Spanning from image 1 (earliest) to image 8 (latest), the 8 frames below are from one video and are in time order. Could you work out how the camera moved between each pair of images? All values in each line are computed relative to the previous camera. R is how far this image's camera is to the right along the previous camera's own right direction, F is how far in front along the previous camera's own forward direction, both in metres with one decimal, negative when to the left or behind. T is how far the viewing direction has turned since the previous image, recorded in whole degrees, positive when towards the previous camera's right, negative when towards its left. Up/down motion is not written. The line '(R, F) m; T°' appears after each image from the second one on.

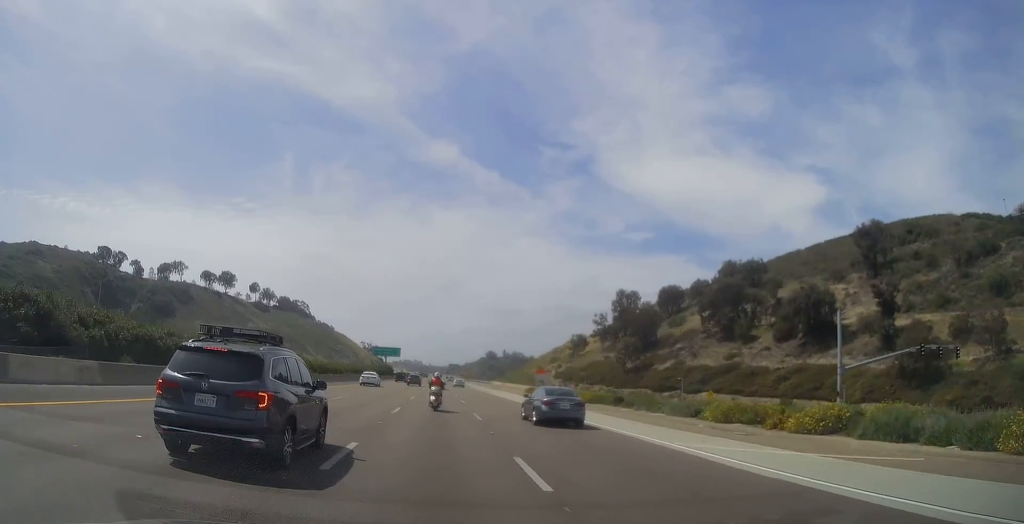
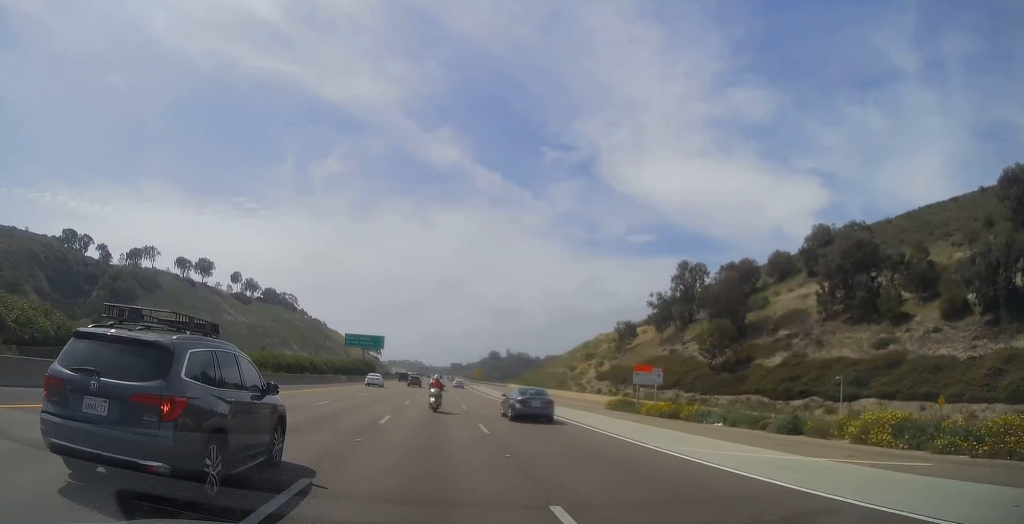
(0.0, +49.0) m; 0°
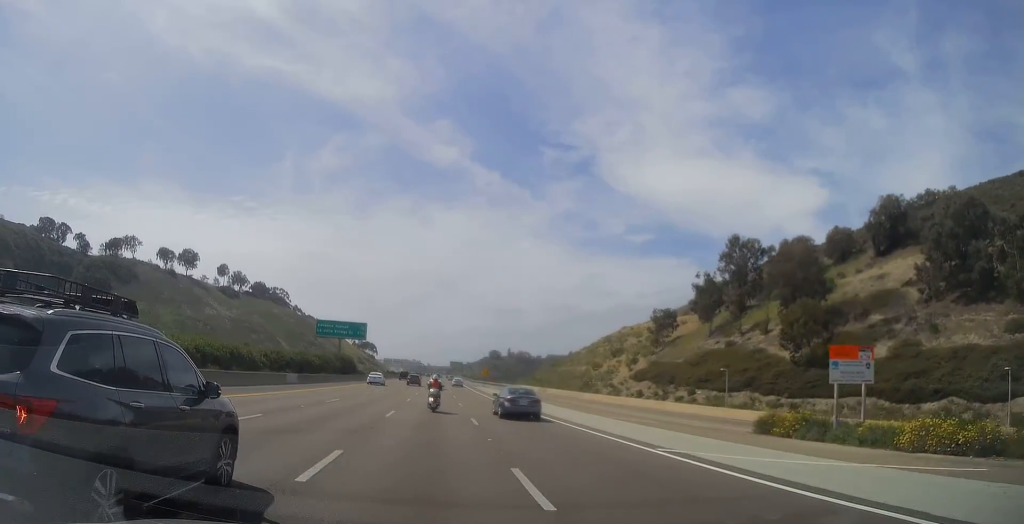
(0.0, +26.0) m; 0°
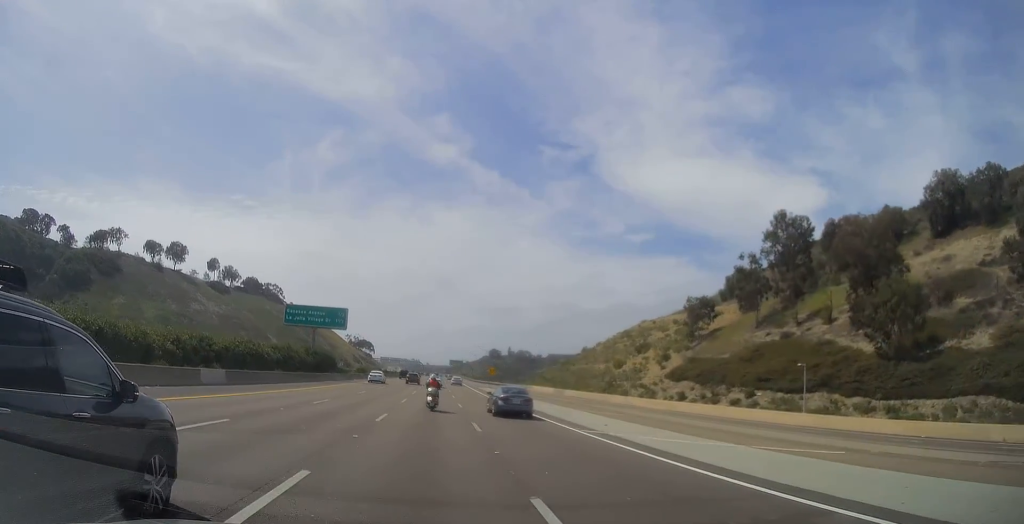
(0.0, +17.5) m; 0°
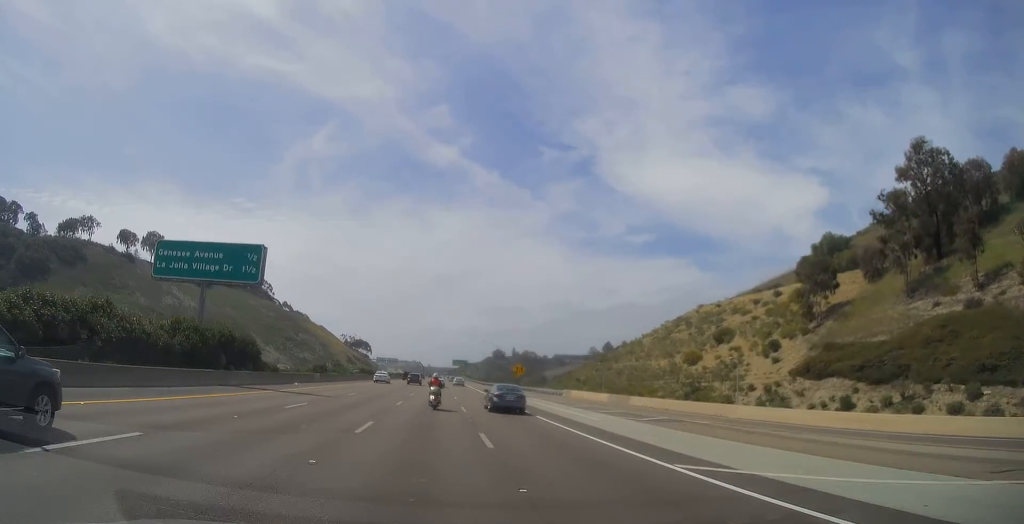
(-0.1, +34.1) m; 0°
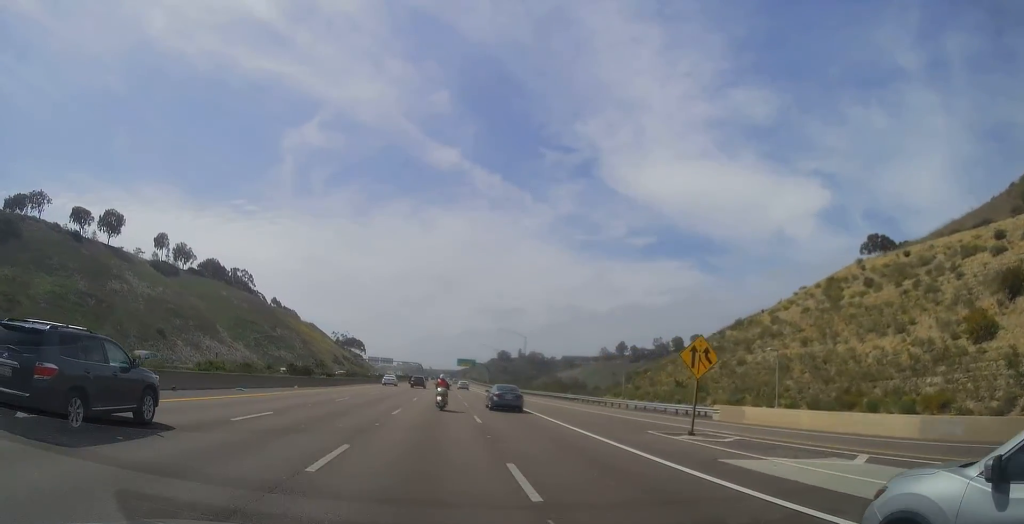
(0.0, +49.9) m; 0°
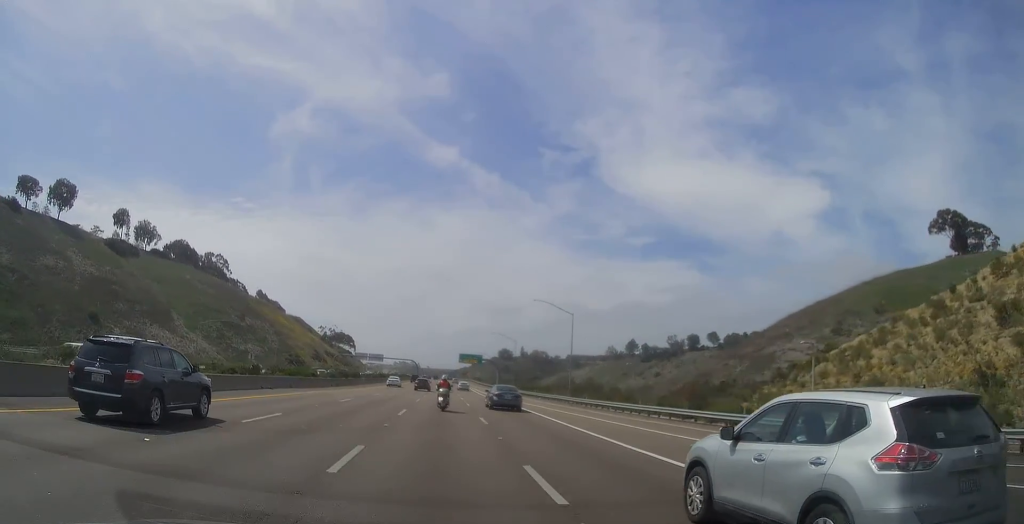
(0.0, +44.0) m; 0°
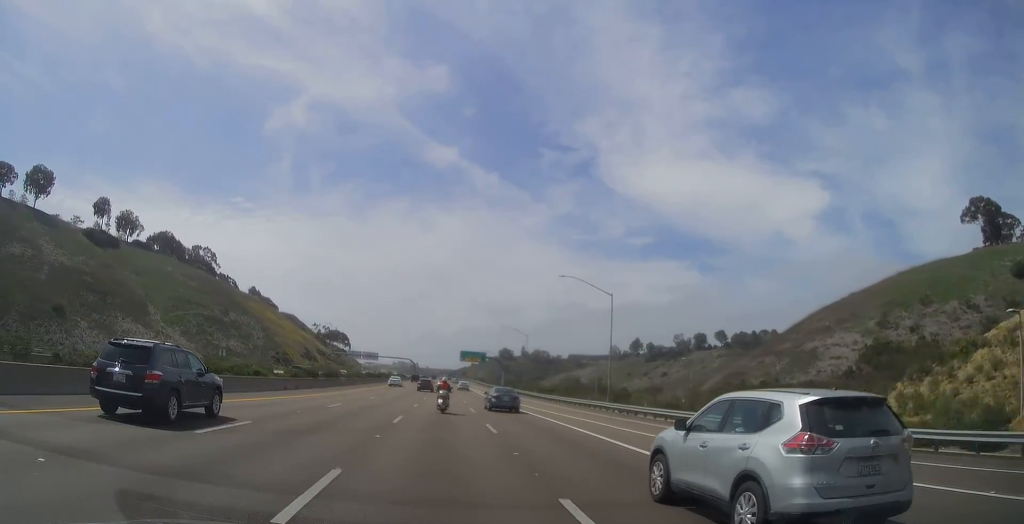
(0.0, +17.9) m; 0°
